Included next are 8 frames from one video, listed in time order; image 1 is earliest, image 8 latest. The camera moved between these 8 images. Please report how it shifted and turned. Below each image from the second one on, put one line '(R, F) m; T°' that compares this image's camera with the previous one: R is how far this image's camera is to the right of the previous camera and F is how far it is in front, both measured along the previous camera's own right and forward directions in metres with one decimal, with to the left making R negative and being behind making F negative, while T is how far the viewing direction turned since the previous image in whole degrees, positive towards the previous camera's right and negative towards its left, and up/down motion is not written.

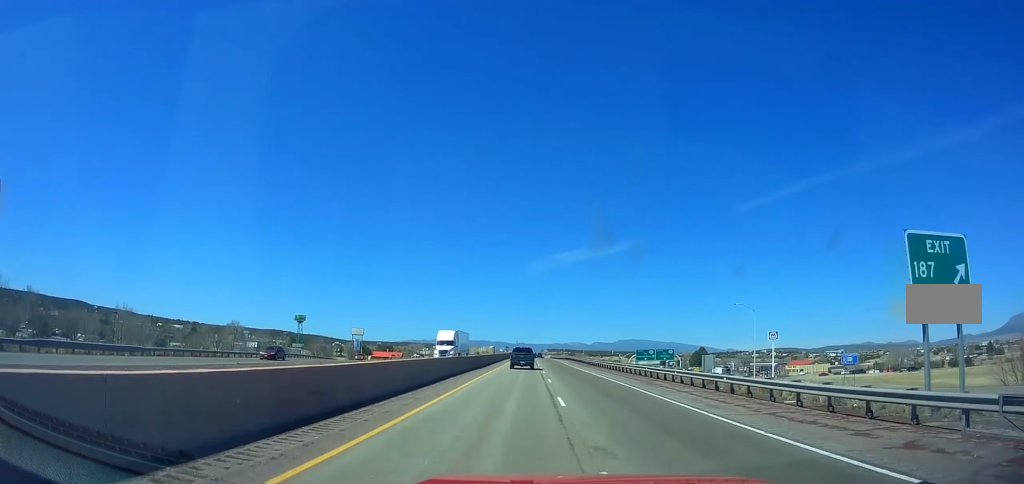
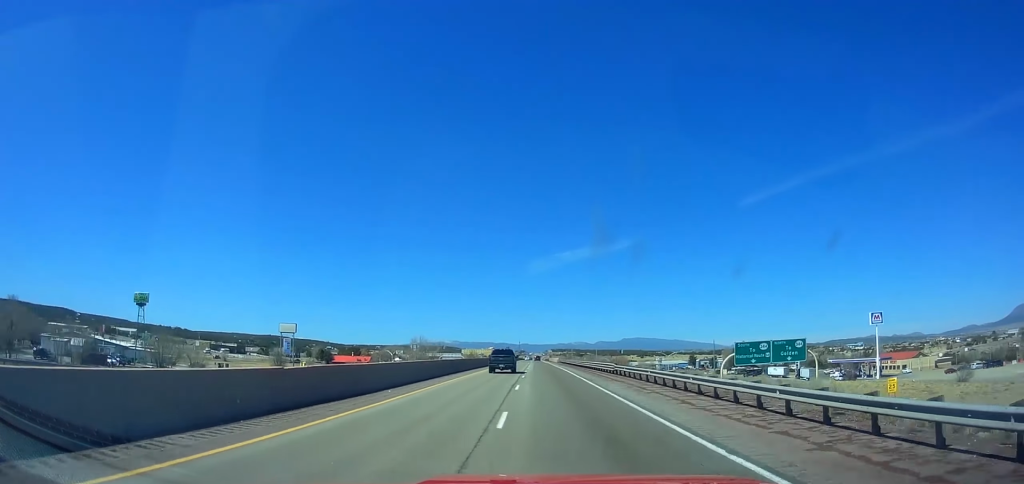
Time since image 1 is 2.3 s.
(+1.0, +77.0) m; 0°
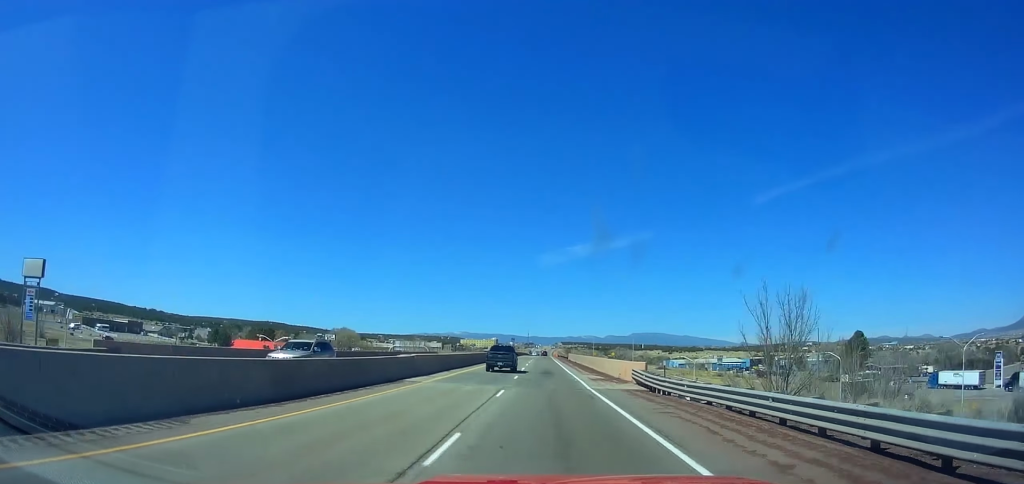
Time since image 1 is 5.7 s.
(-0.9, +113.3) m; -1°
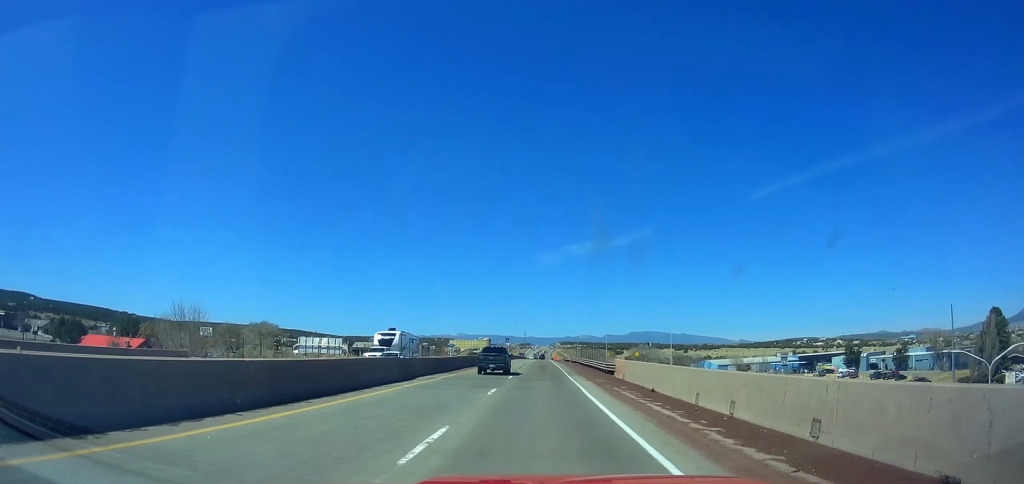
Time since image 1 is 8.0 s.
(-0.2, +75.8) m; 0°
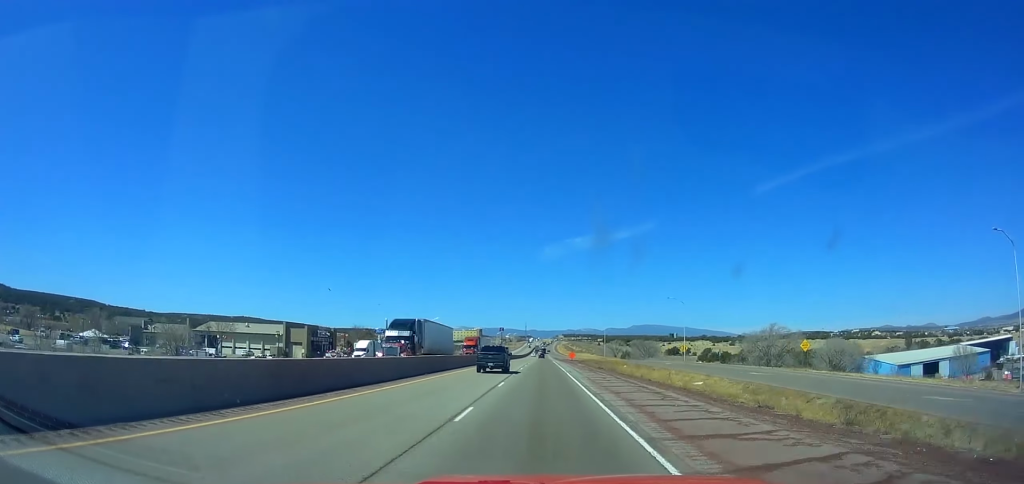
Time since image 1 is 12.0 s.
(+0.2, +130.4) m; 0°
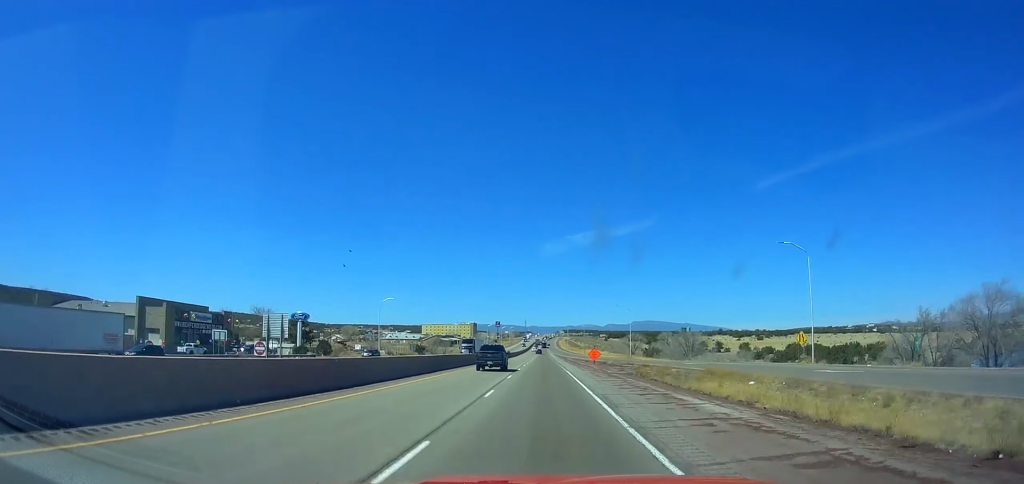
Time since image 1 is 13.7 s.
(-0.3, +54.6) m; 0°
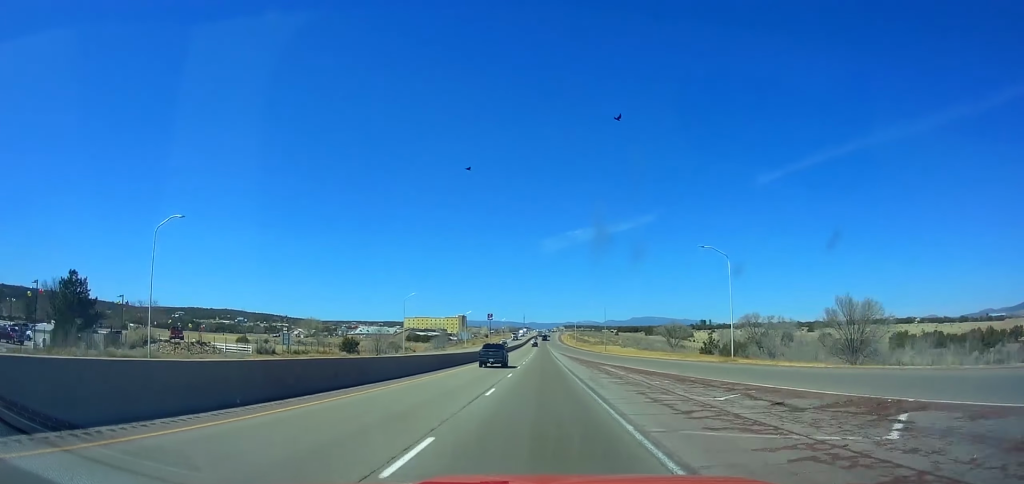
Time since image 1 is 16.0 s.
(+0.1, +73.4) m; 0°
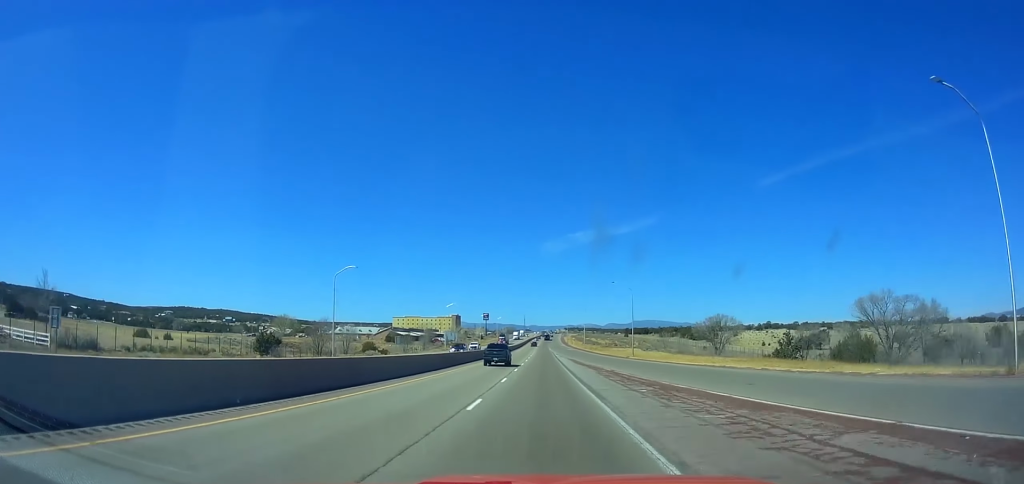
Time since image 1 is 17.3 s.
(+0.2, +41.3) m; 0°
